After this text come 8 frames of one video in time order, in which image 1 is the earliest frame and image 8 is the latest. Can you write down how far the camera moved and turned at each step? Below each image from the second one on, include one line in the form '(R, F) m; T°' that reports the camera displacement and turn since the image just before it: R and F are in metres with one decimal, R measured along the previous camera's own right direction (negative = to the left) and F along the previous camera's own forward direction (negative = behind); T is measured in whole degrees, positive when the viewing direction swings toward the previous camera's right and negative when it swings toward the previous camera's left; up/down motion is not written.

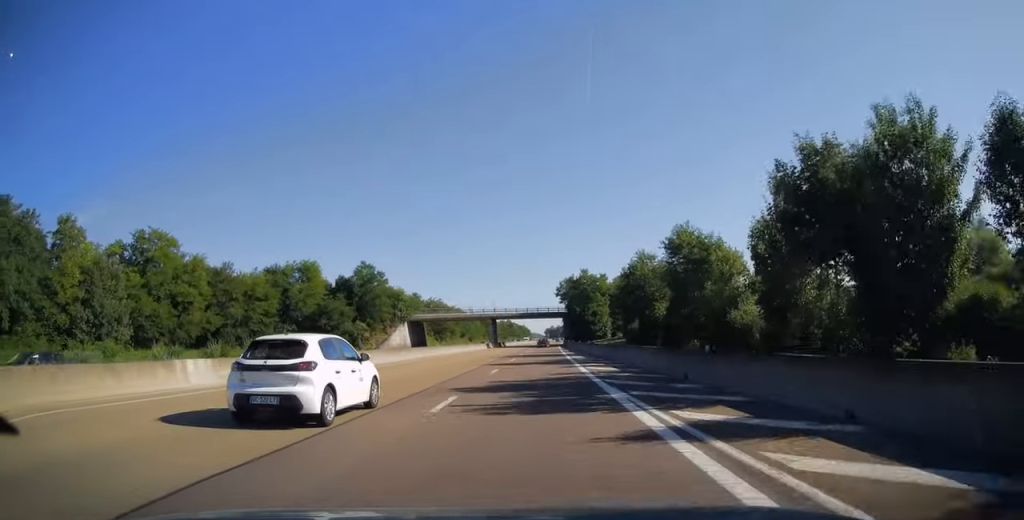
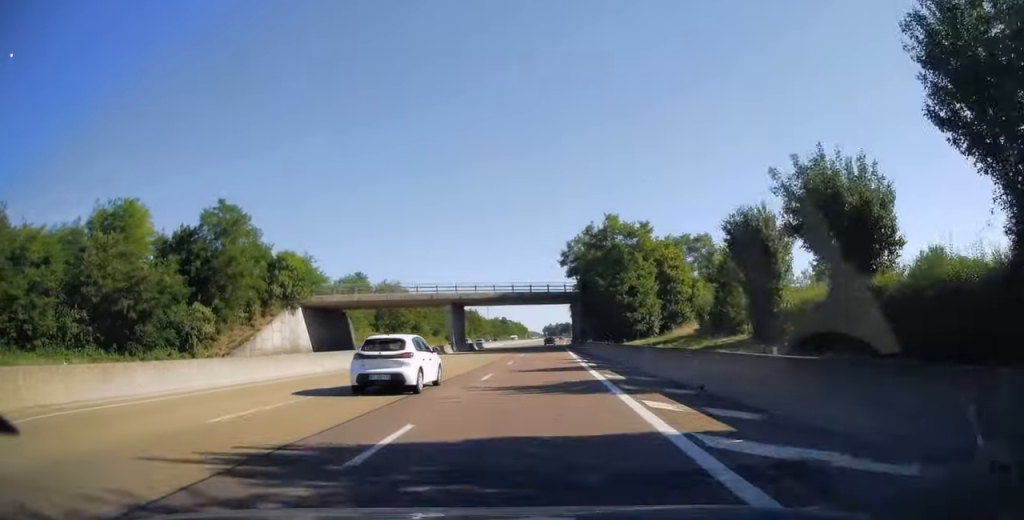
(+0.2, +43.7) m; 0°
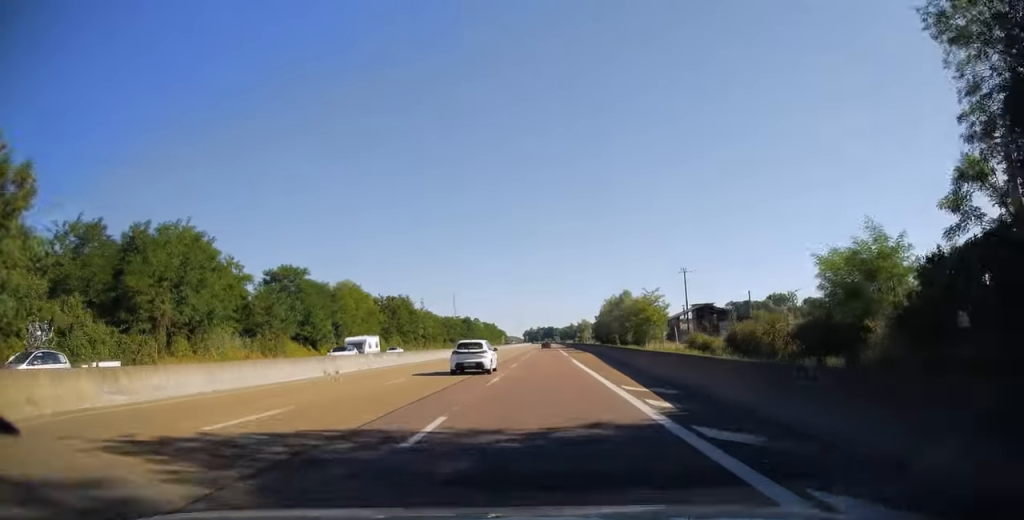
(+0.9, +89.0) m; +2°
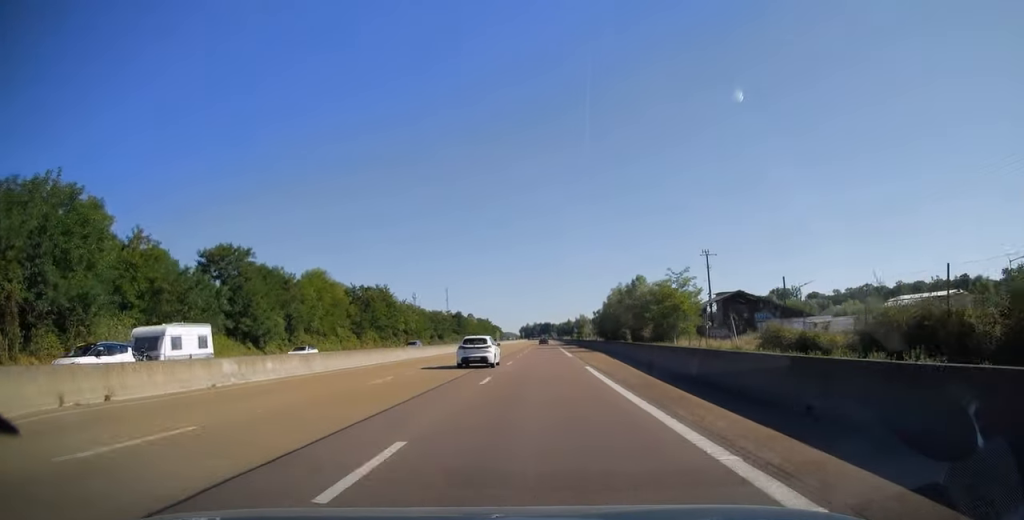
(0.0, +16.0) m; 0°
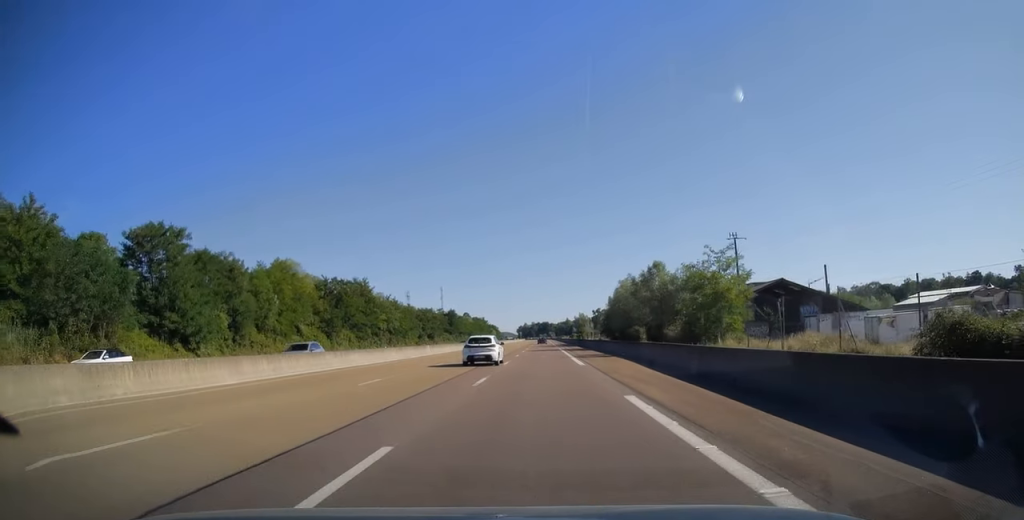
(+0.1, +13.4) m; 0°
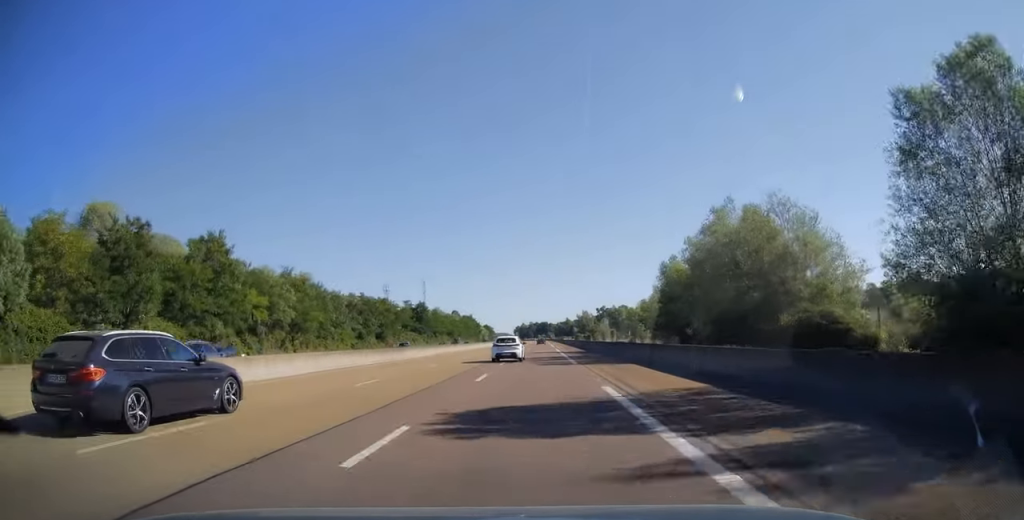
(+0.2, +49.9) m; +1°
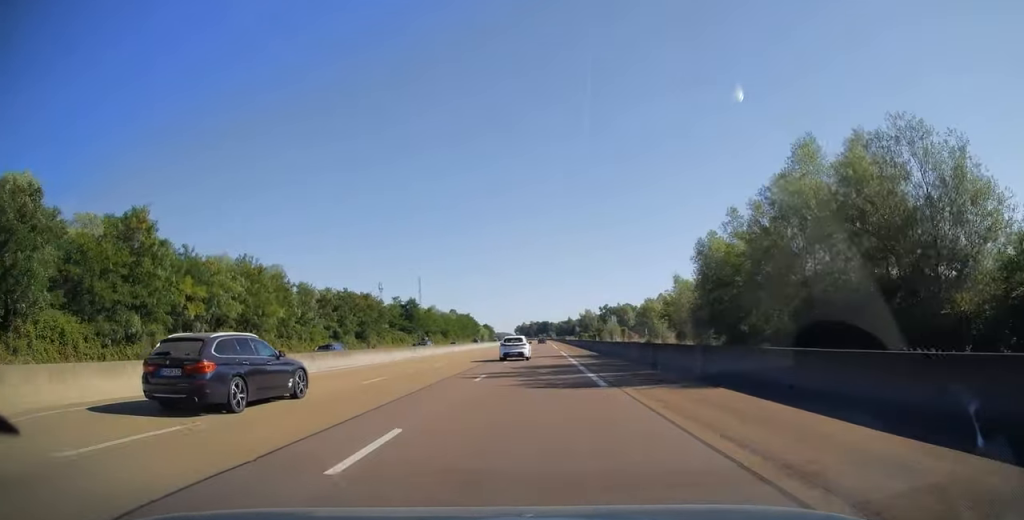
(+0.1, +13.3) m; 0°
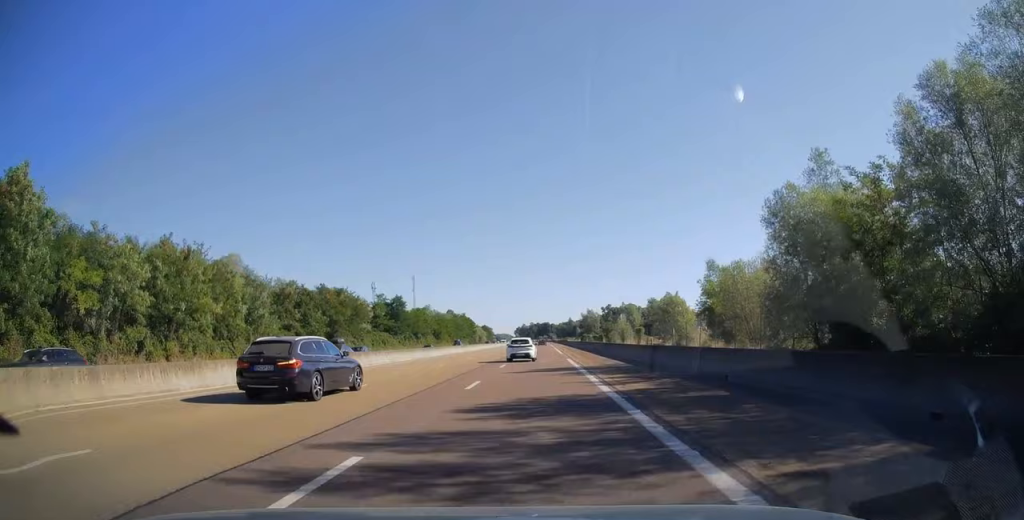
(0.0, +14.9) m; 0°
